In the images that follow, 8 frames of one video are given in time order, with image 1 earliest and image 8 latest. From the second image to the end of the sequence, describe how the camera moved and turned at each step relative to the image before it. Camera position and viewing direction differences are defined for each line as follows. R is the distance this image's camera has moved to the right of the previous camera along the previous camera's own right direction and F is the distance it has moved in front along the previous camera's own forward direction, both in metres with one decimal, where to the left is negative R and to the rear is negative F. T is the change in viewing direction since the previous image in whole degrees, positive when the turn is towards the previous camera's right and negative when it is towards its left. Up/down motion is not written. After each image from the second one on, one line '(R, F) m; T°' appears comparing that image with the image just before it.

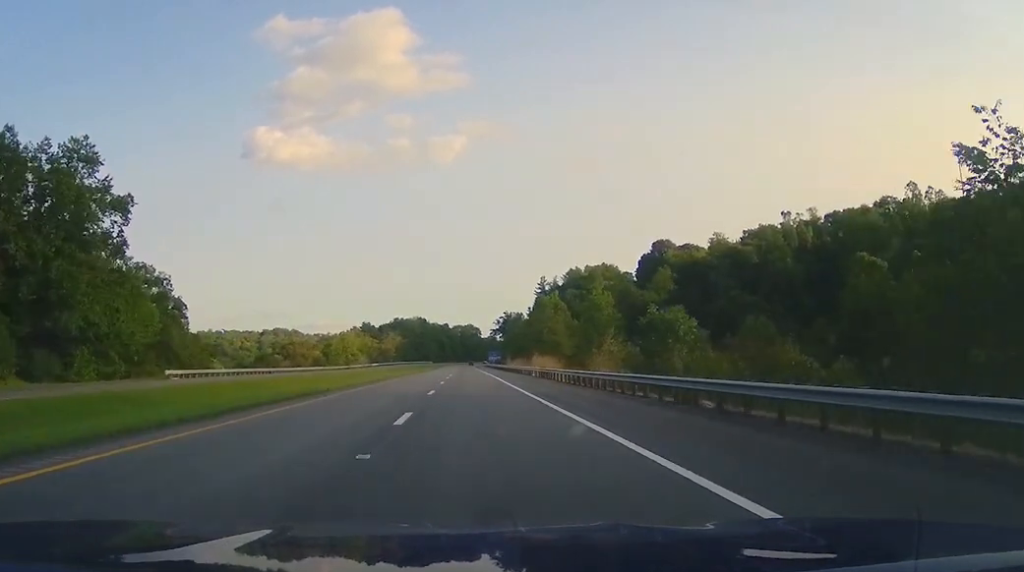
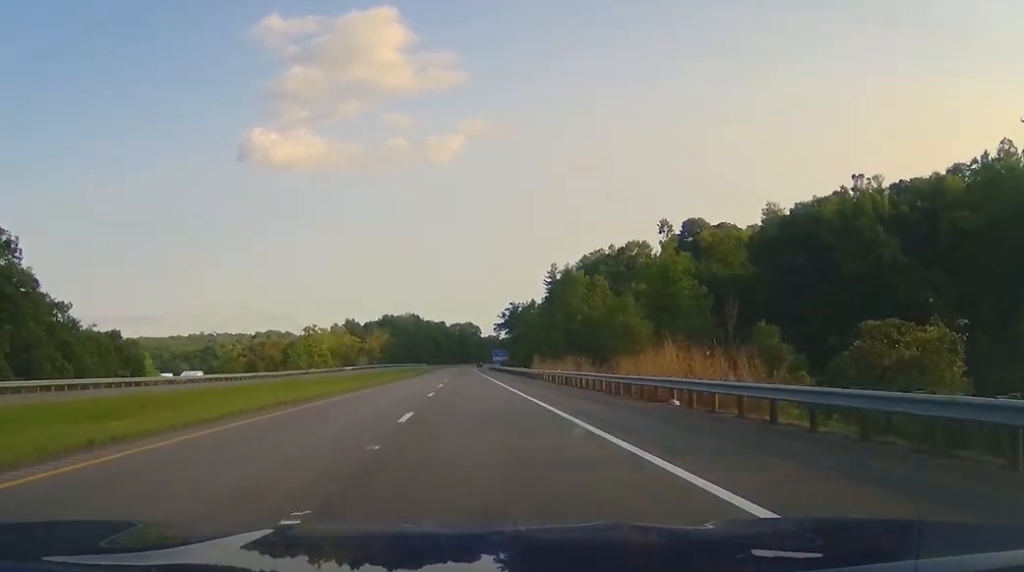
(0.0, +47.5) m; 0°
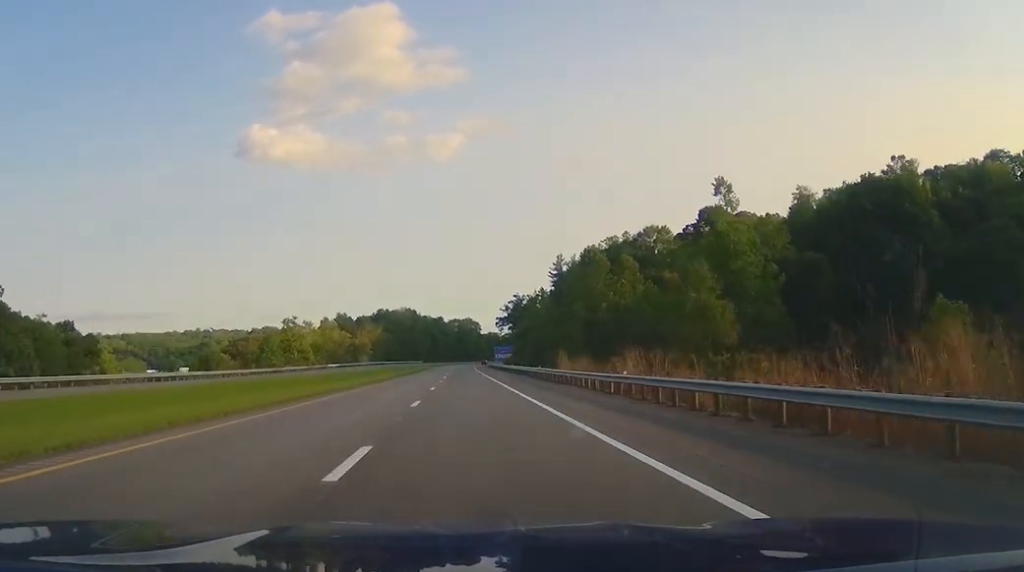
(0.0, +19.7) m; 0°
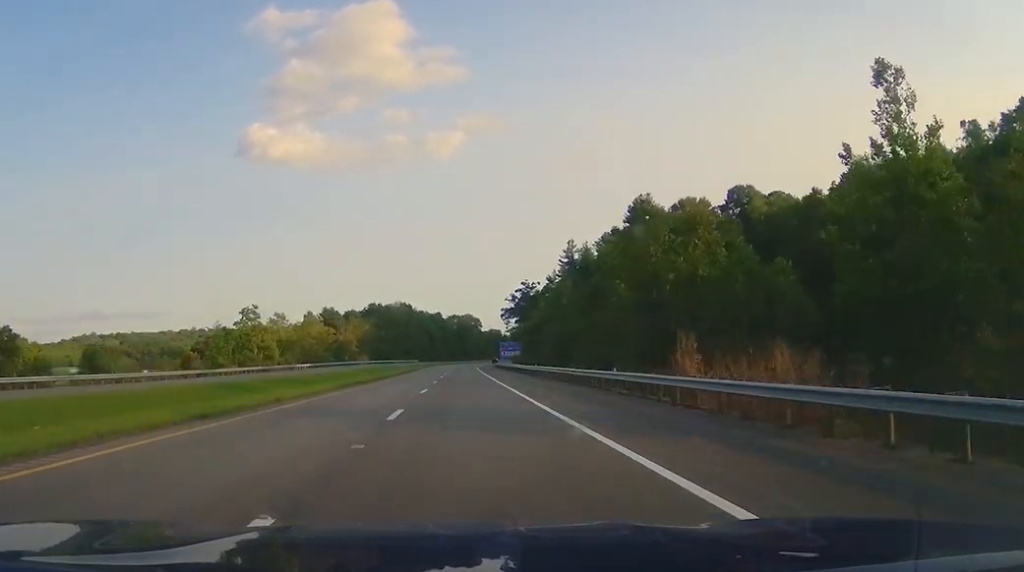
(0.0, +29.0) m; 0°
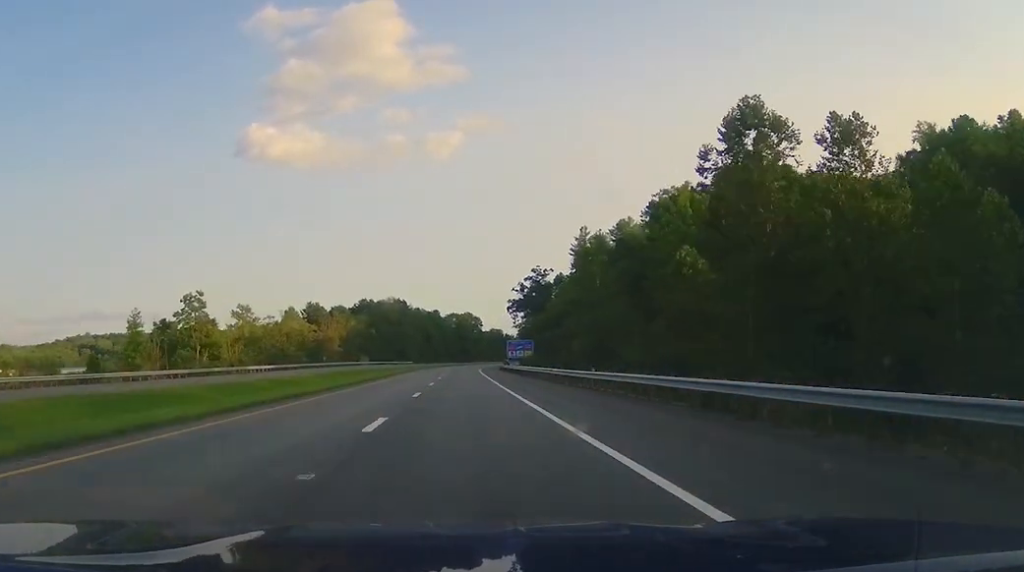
(0.0, +26.6) m; 0°
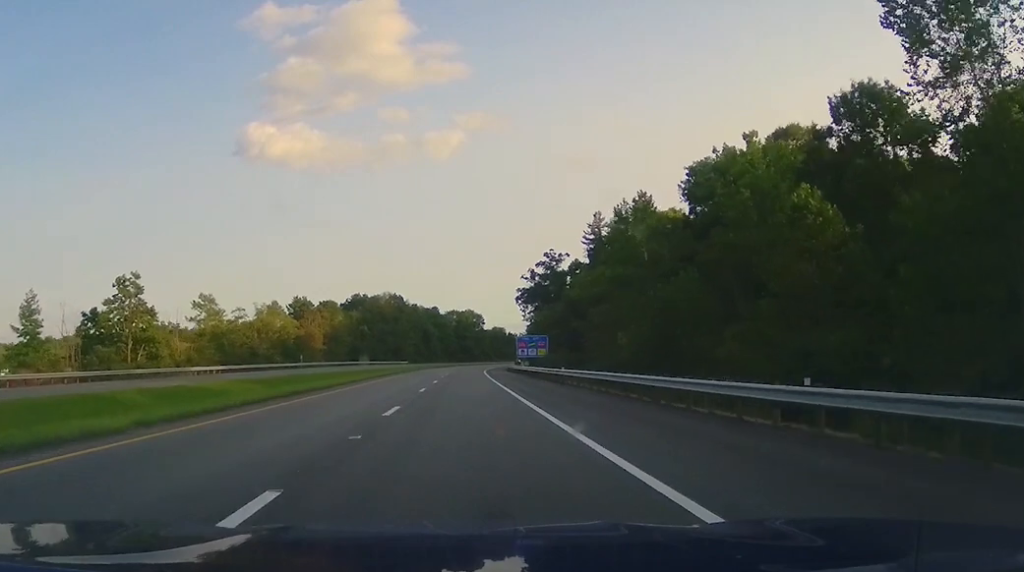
(0.0, +20.8) m; 0°
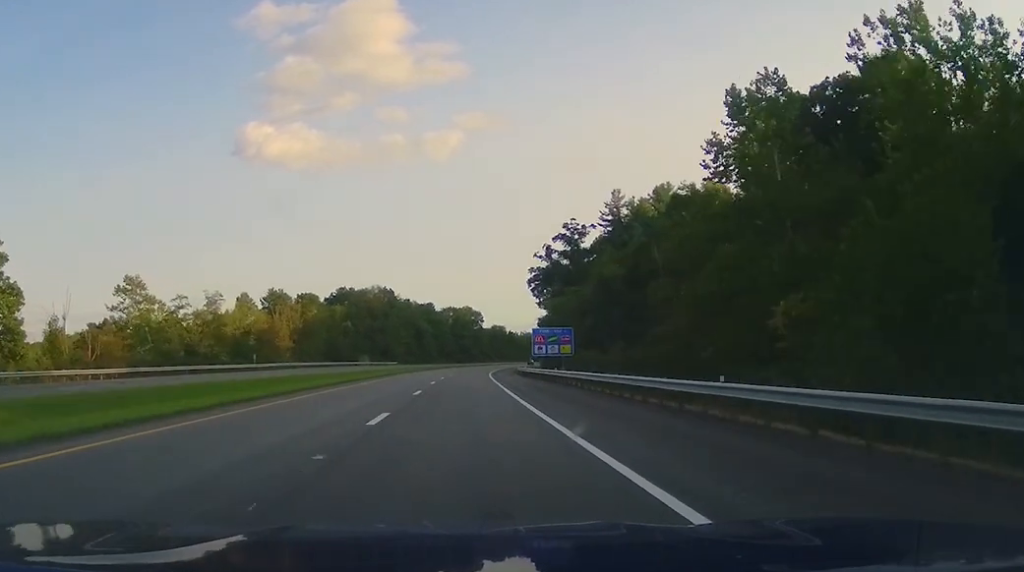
(-0.2, +26.5) m; 0°
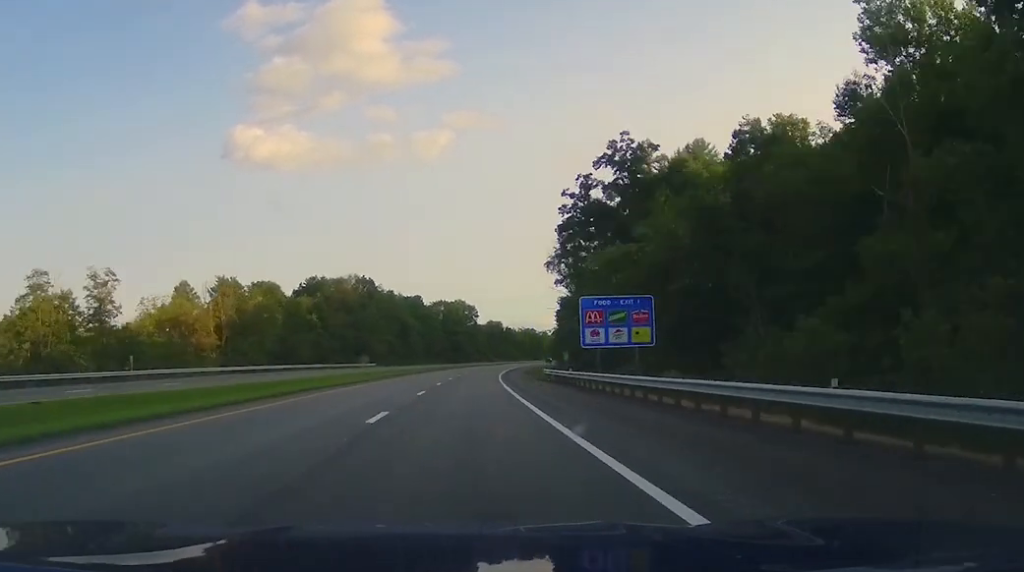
(+0.3, +35.8) m; +2°
